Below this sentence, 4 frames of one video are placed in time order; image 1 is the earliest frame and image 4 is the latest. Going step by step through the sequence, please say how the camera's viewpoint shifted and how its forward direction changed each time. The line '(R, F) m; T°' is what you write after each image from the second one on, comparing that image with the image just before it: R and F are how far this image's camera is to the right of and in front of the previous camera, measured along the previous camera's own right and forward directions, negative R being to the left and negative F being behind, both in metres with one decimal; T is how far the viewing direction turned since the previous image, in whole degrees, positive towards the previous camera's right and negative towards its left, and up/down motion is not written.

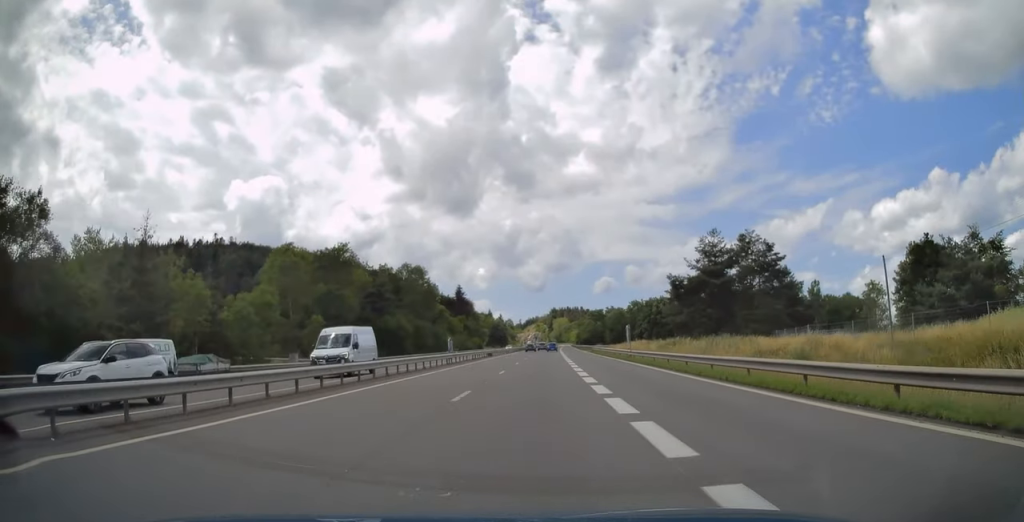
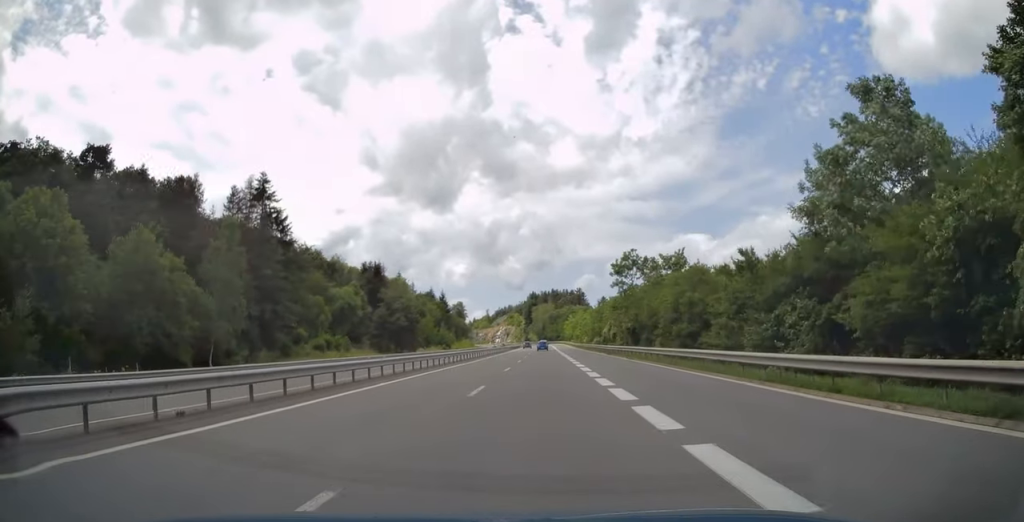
(+4.4, +151.2) m; +3°
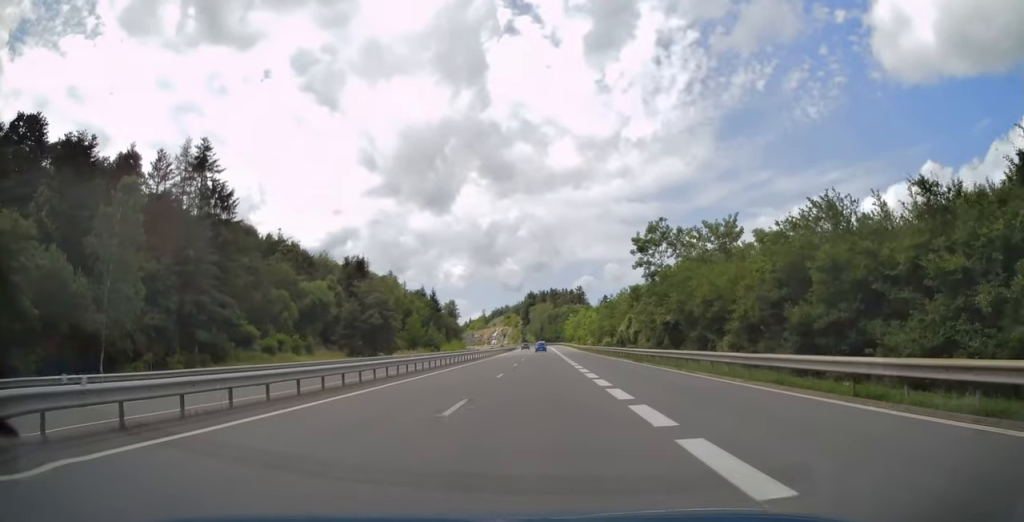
(+0.1, +16.6) m; 0°
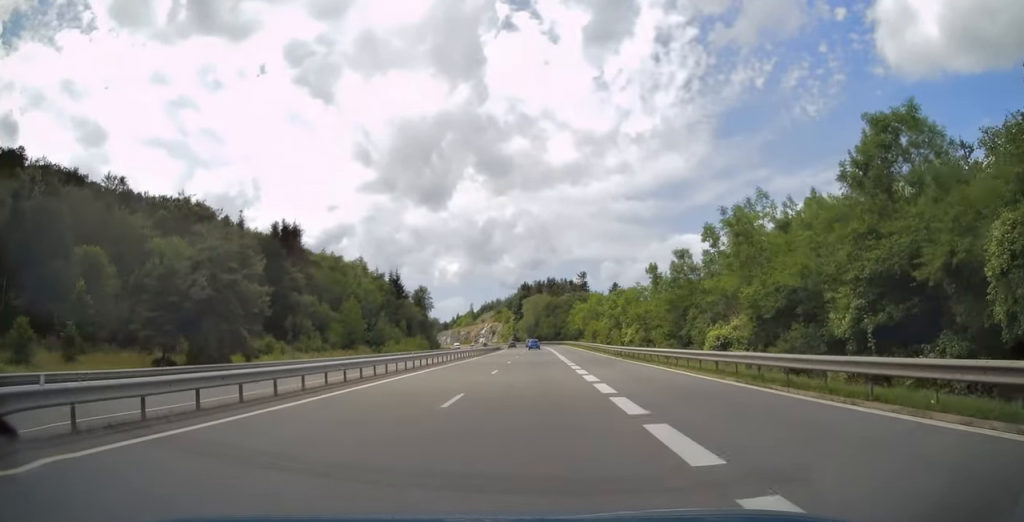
(-0.2, +50.3) m; -1°
